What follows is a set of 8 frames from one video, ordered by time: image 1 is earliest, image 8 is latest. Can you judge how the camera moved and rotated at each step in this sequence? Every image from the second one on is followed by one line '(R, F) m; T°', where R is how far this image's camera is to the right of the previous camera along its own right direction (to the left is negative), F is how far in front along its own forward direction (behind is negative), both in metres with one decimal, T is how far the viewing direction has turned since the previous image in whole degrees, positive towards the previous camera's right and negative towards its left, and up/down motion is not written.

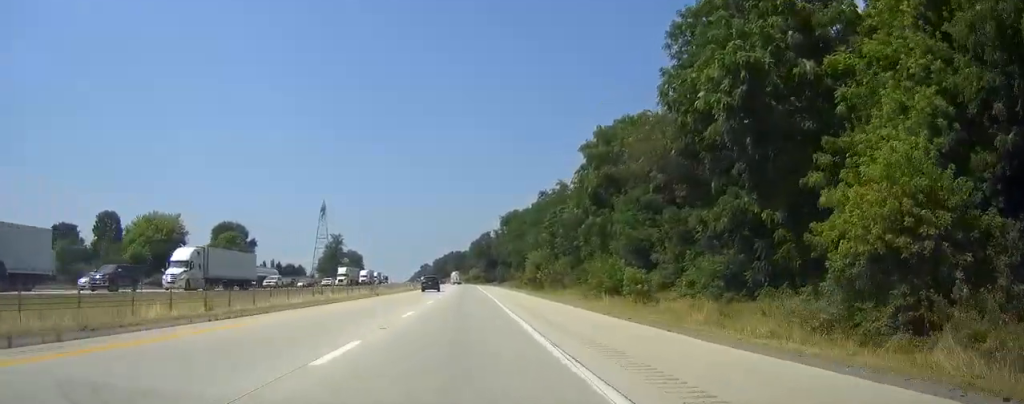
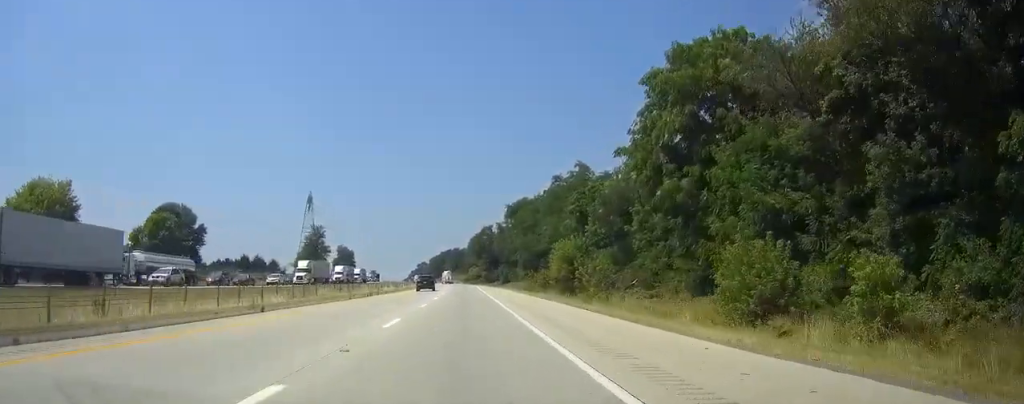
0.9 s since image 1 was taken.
(-0.2, +29.5) m; -1°
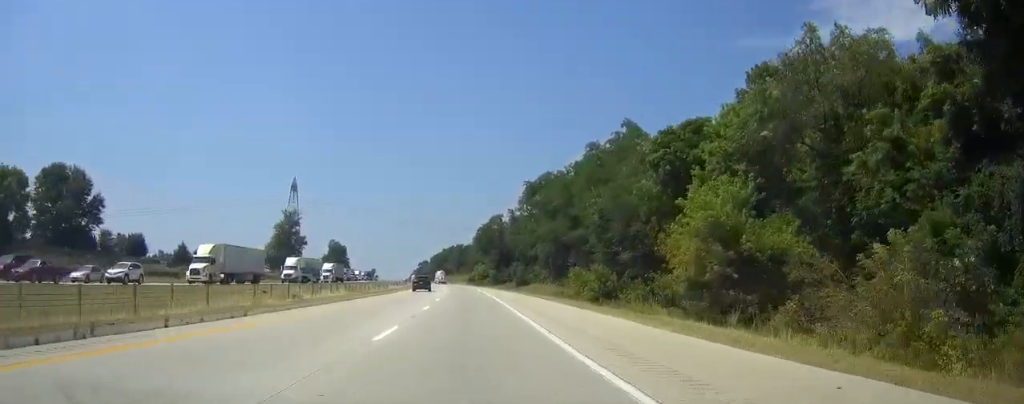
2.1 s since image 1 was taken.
(-0.4, +38.3) m; -1°
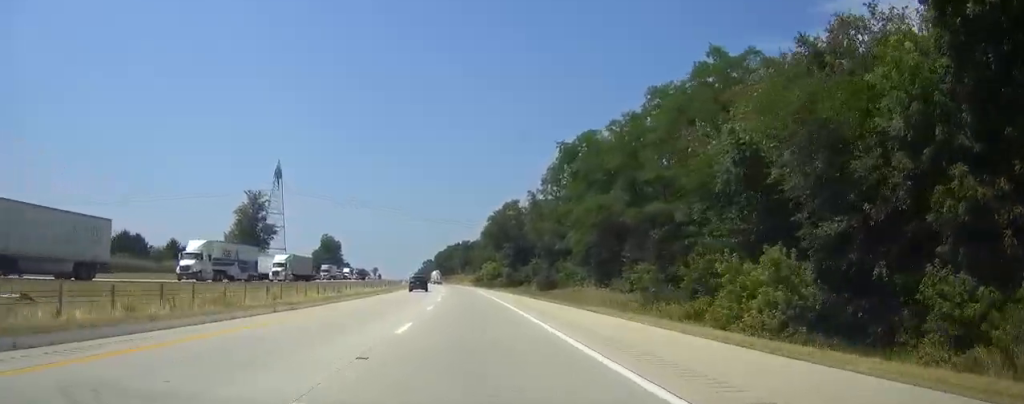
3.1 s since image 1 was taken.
(0.0, +35.2) m; 0°
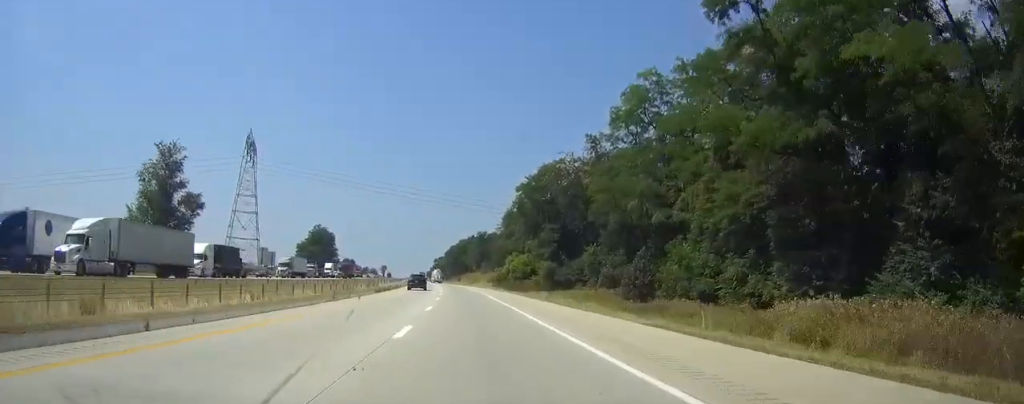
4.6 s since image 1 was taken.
(0.0, +49.7) m; 0°
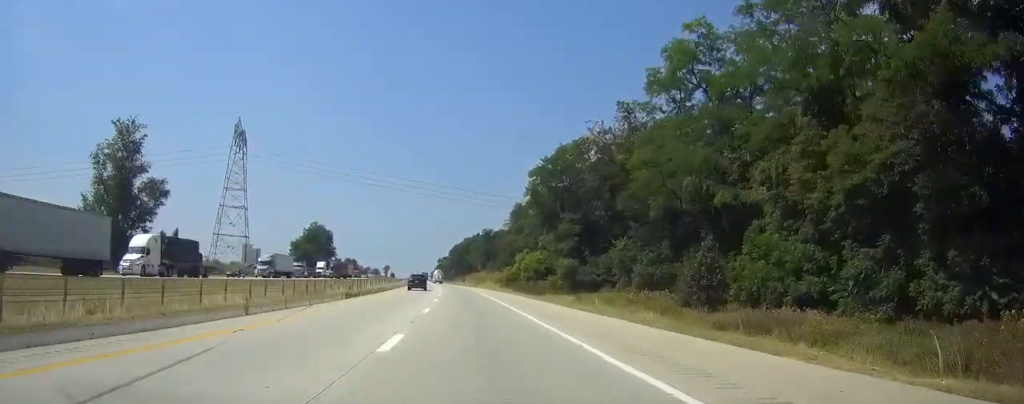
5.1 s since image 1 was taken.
(0.0, +14.4) m; 0°
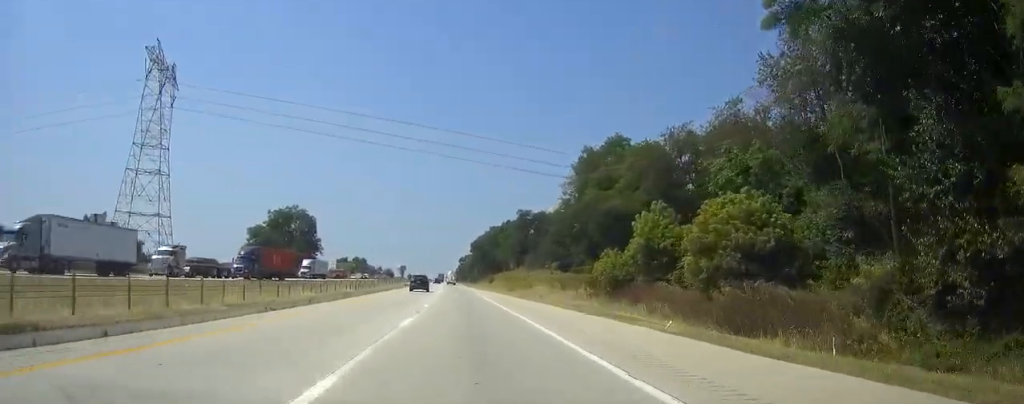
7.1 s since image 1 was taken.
(0.0, +66.8) m; -1°
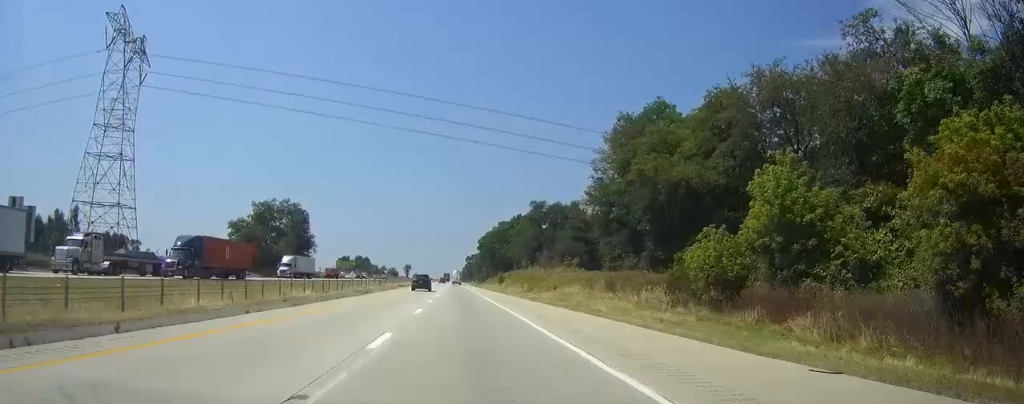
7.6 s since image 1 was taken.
(+0.3, +17.9) m; -1°
